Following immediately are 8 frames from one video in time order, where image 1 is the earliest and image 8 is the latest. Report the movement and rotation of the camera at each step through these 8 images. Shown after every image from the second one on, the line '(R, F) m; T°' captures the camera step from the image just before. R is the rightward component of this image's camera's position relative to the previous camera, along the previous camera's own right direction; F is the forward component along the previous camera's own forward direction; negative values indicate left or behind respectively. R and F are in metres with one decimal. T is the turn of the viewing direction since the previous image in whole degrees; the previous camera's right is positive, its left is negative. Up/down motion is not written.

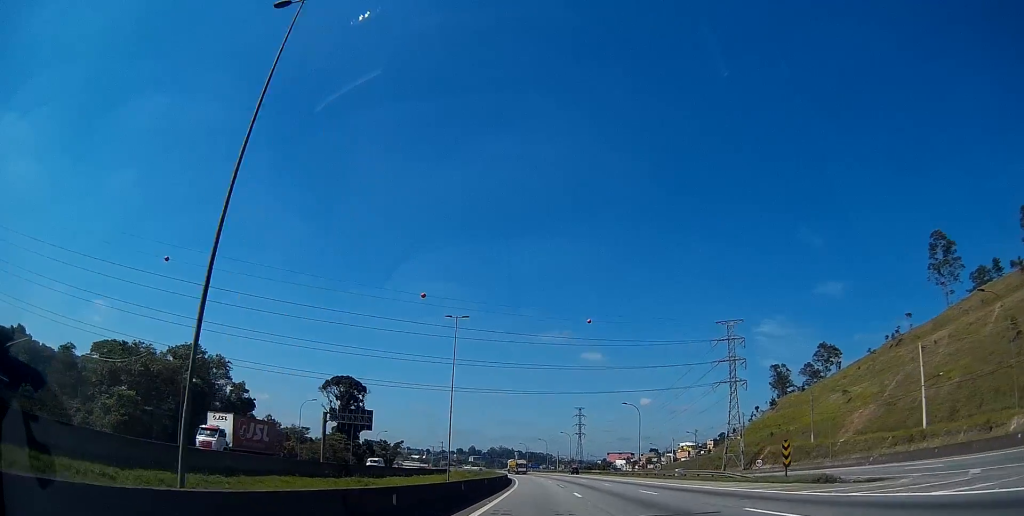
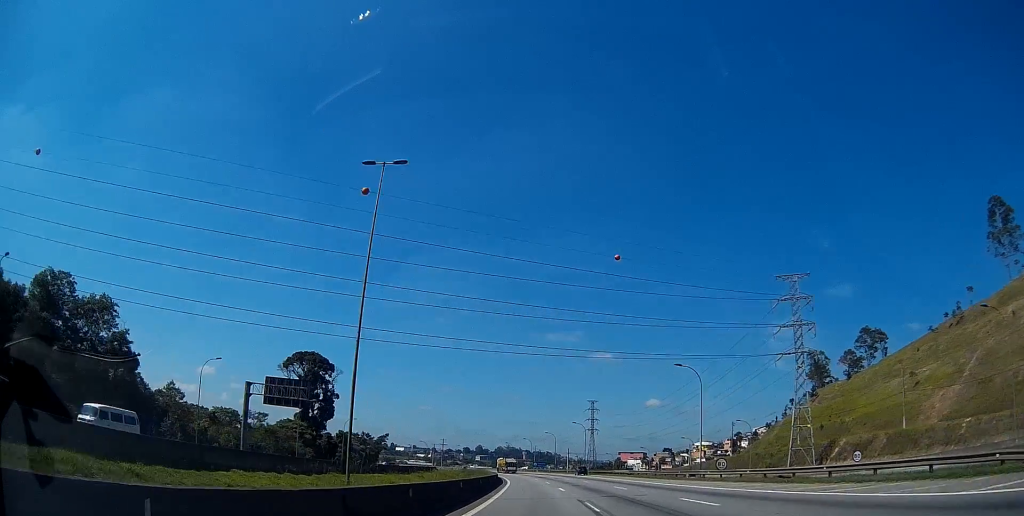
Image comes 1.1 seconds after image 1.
(-0.2, +26.7) m; 0°
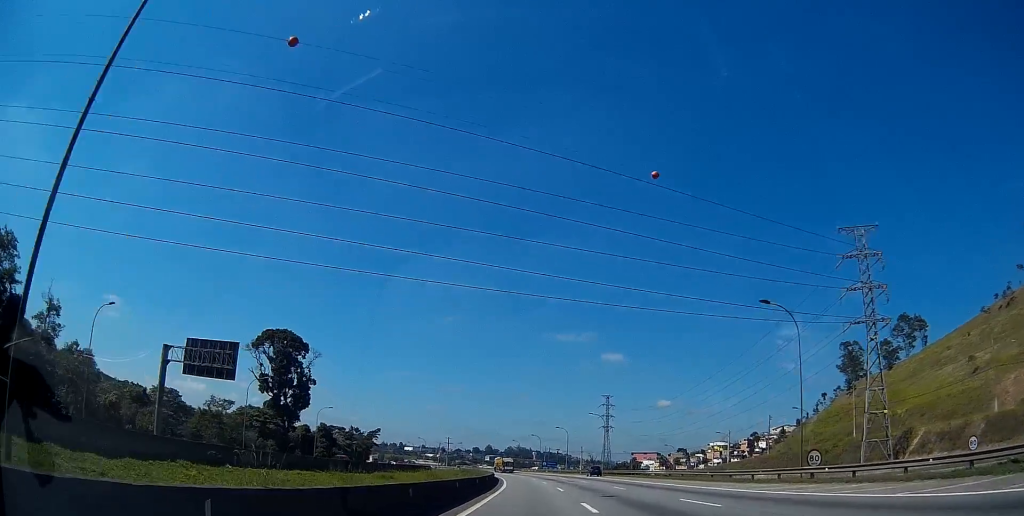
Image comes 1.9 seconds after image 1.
(0.0, +17.6) m; 0°
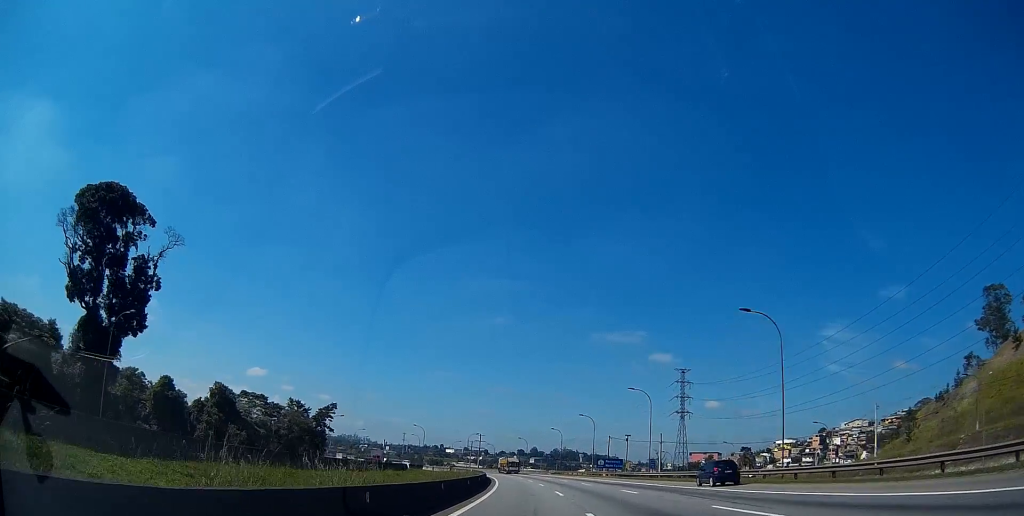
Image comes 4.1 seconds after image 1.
(-0.6, +53.8) m; -2°
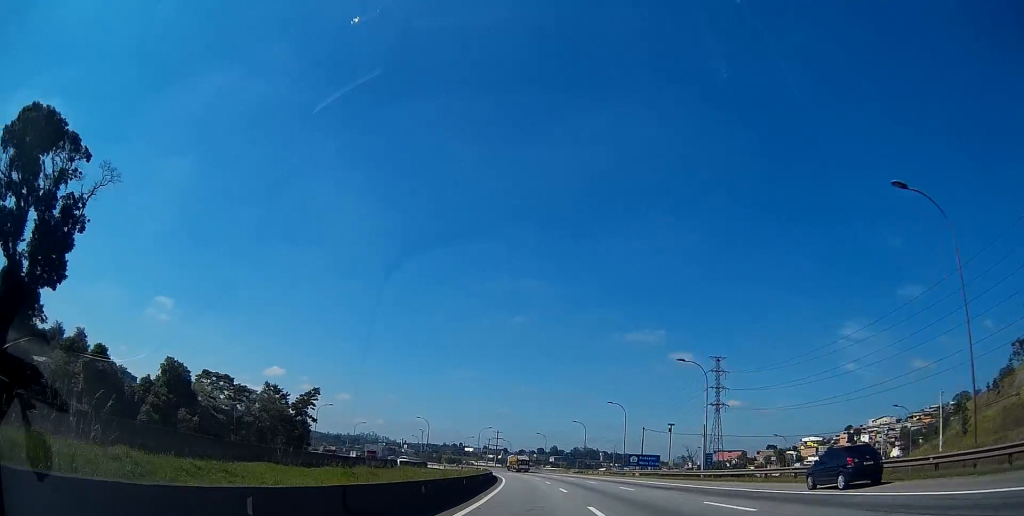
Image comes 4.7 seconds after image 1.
(-0.3, +13.3) m; -1°
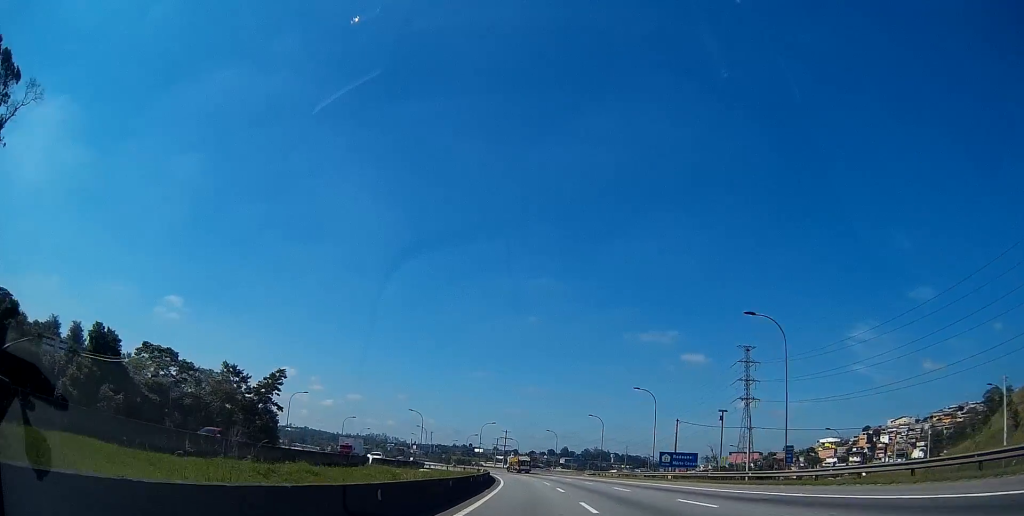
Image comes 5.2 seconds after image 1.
(-0.1, +12.1) m; -1°
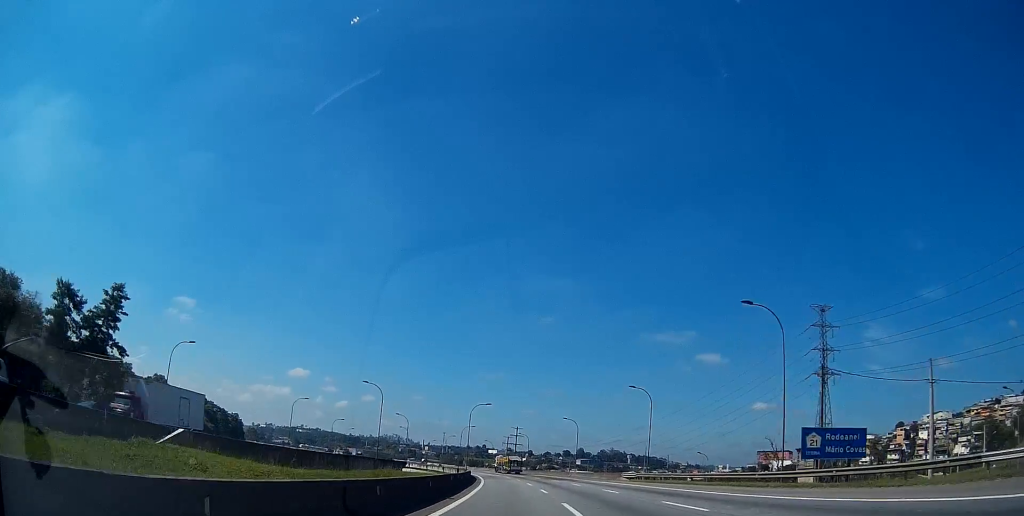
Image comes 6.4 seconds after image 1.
(-0.3, +25.3) m; -2°
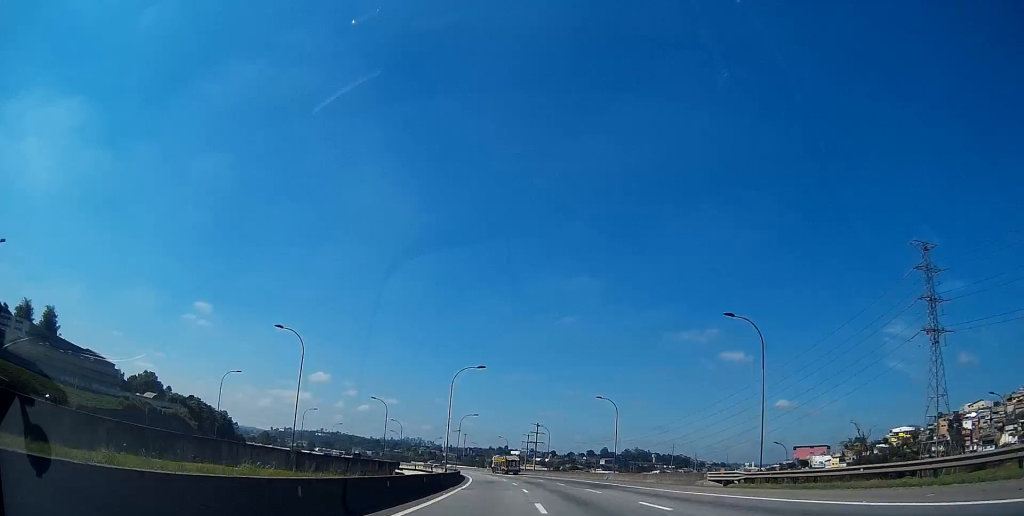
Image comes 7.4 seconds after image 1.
(-0.4, +22.5) m; -2°
